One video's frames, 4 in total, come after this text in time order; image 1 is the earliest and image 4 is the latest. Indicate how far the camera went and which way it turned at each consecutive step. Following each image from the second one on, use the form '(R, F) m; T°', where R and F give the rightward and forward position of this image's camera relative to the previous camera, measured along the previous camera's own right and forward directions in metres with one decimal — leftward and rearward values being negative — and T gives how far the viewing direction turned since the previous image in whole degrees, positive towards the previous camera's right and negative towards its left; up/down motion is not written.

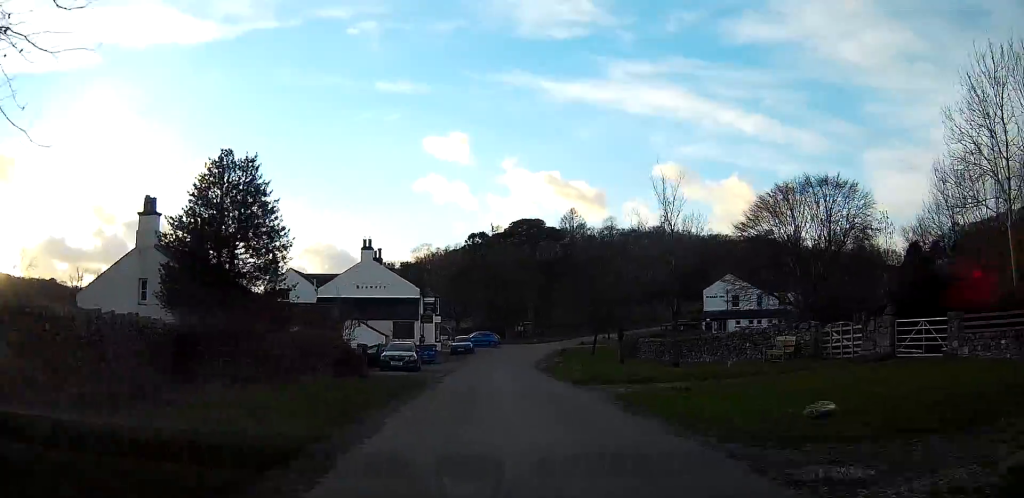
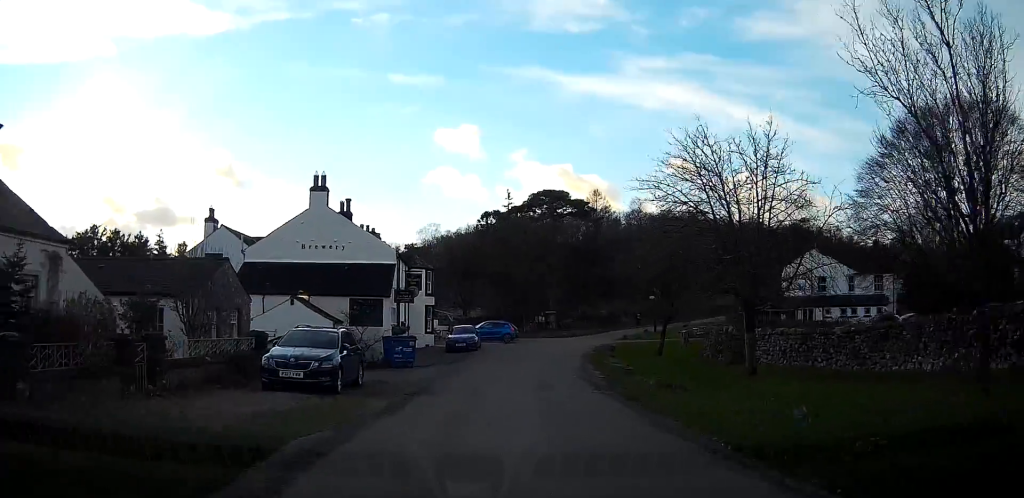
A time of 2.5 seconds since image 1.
(+0.1, +18.9) m; +1°
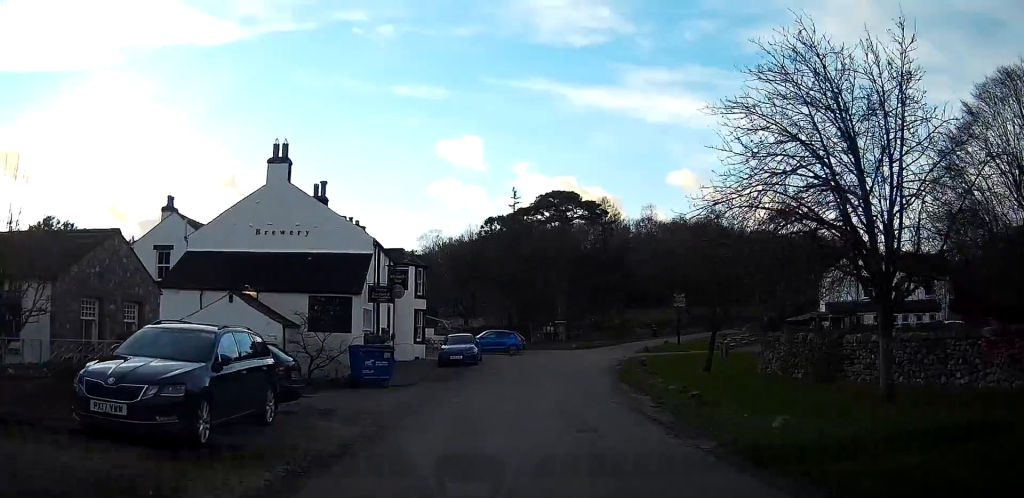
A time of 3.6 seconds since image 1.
(0.0, +7.3) m; +3°
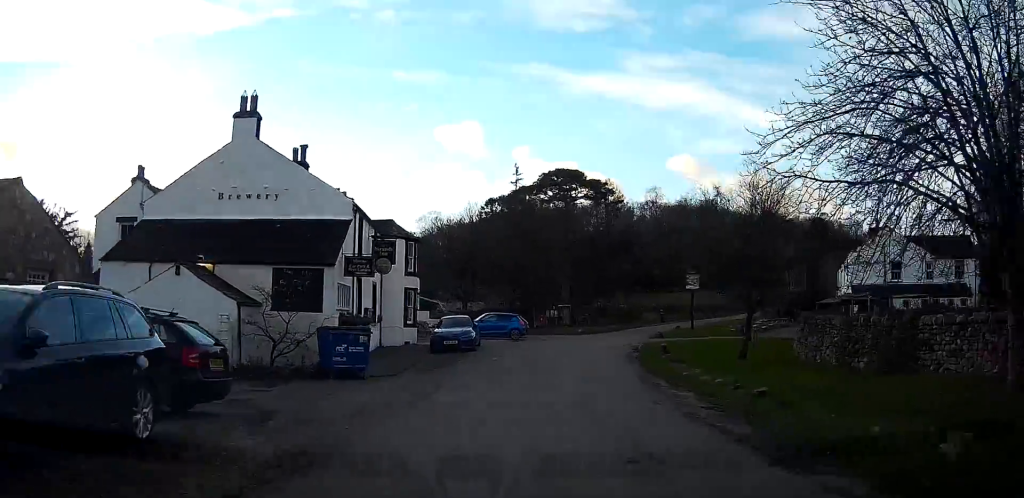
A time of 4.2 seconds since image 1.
(+0.2, +3.9) m; +2°
